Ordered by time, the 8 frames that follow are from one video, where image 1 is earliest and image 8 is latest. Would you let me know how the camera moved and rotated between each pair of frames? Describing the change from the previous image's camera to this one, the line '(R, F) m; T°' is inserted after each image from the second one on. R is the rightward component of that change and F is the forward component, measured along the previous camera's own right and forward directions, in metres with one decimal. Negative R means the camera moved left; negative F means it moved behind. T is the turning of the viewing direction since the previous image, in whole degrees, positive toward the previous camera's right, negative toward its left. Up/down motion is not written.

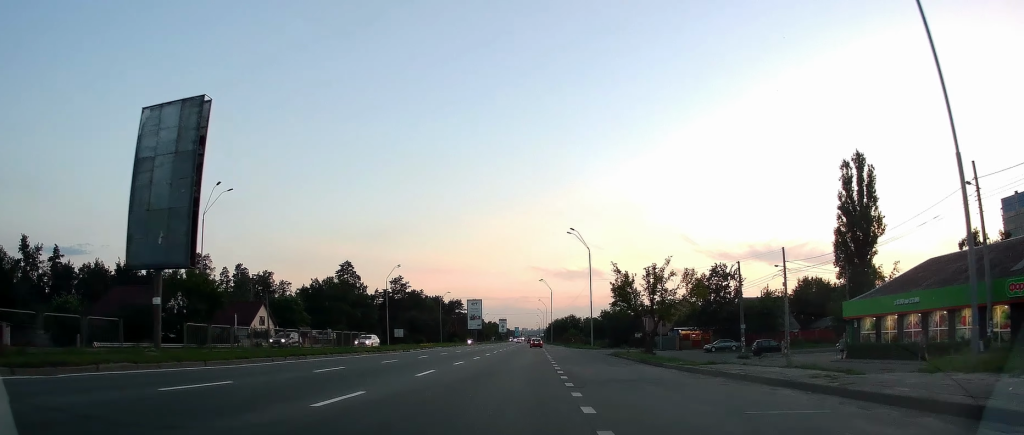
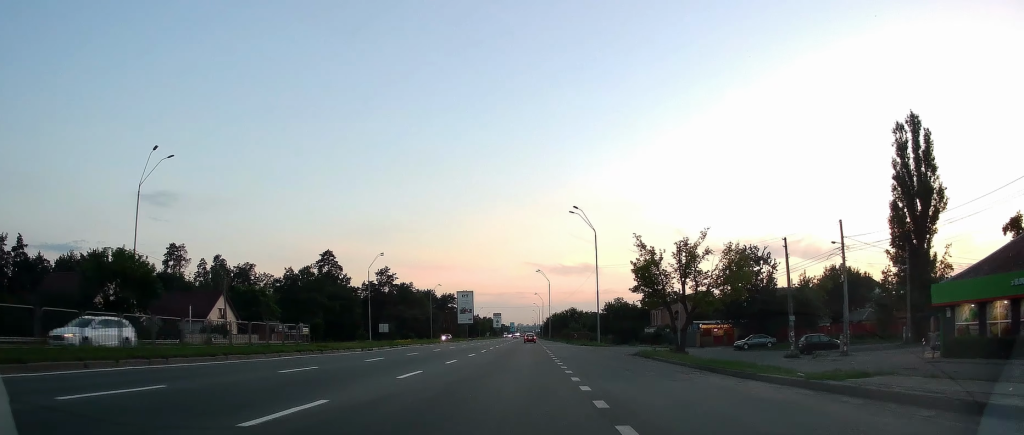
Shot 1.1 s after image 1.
(0.0, +11.2) m; 0°
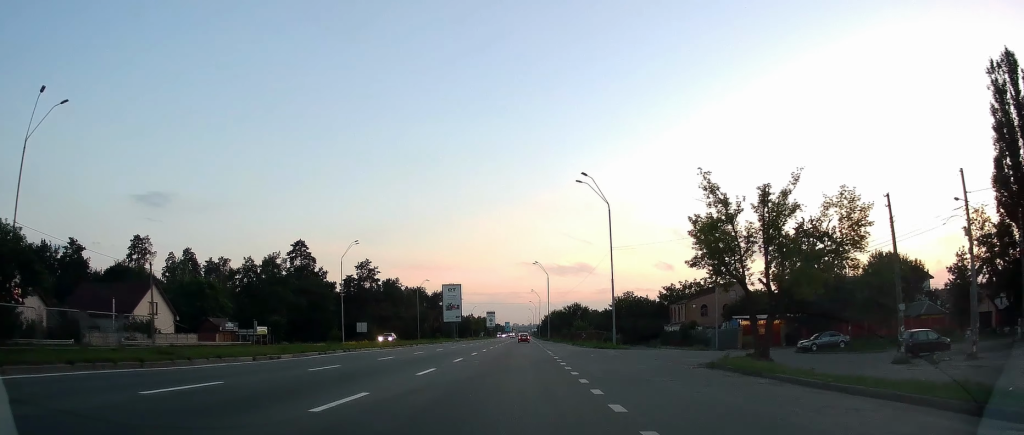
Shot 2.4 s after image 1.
(+0.1, +14.3) m; 0°
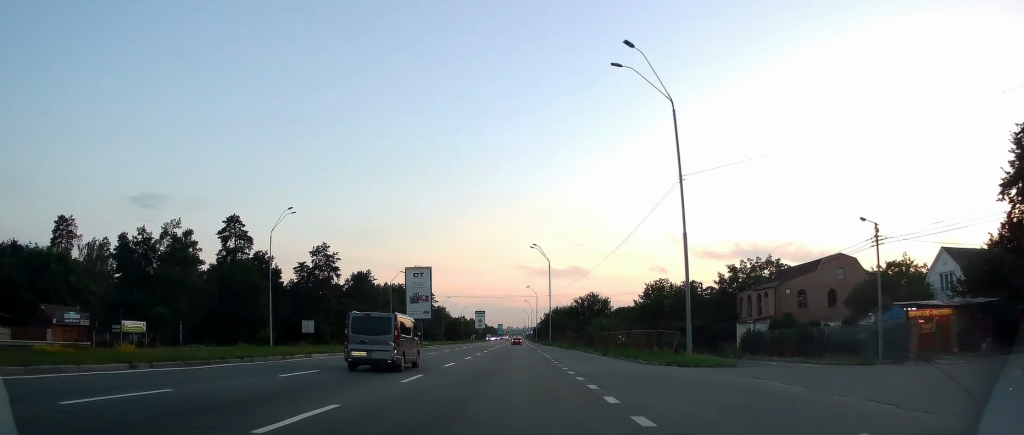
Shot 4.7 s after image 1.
(+0.1, +26.8) m; 0°
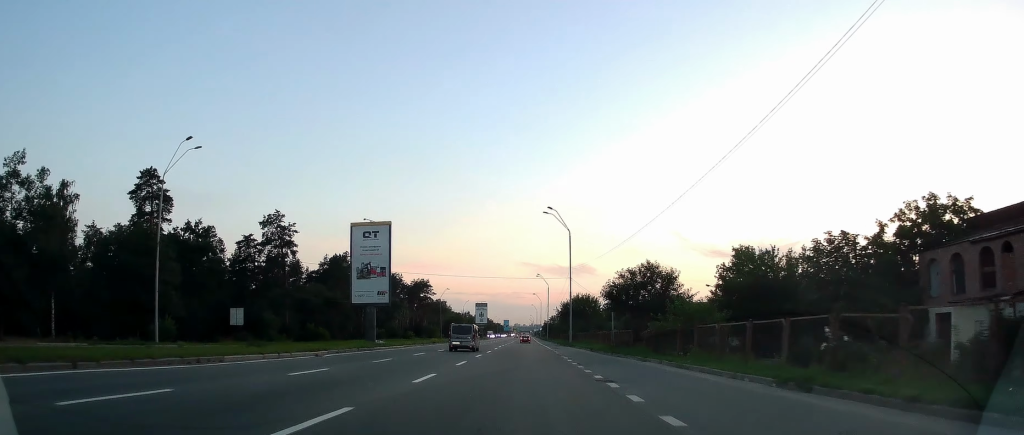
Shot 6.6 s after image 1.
(-0.1, +25.0) m; 0°
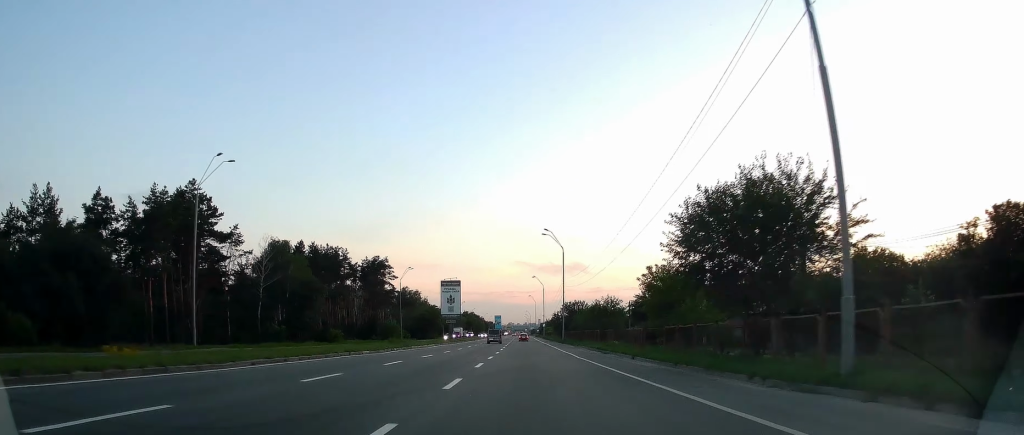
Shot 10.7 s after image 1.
(-0.7, +55.1) m; 0°
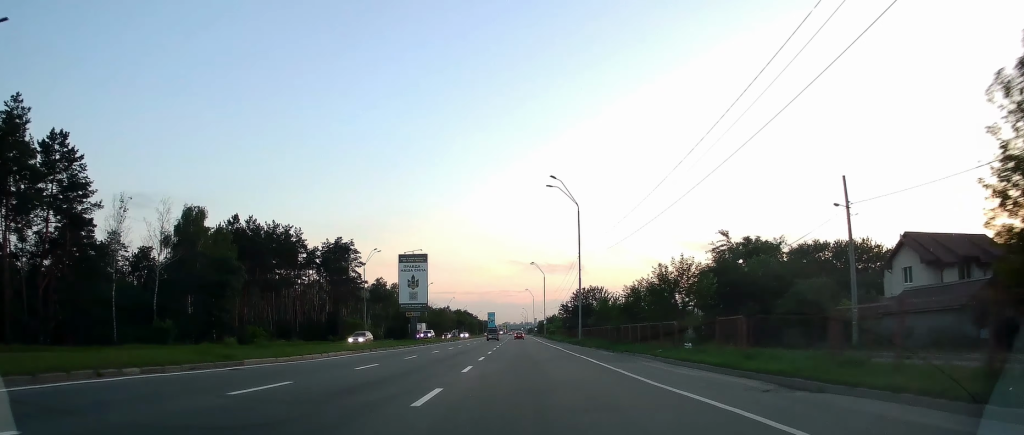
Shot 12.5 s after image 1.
(+0.4, +27.1) m; +1°
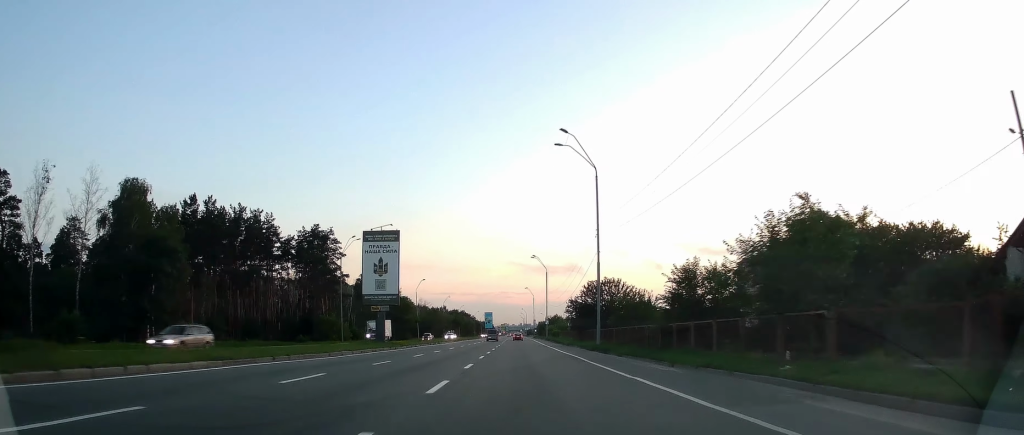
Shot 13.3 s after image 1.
(+0.1, +13.8) m; 0°
